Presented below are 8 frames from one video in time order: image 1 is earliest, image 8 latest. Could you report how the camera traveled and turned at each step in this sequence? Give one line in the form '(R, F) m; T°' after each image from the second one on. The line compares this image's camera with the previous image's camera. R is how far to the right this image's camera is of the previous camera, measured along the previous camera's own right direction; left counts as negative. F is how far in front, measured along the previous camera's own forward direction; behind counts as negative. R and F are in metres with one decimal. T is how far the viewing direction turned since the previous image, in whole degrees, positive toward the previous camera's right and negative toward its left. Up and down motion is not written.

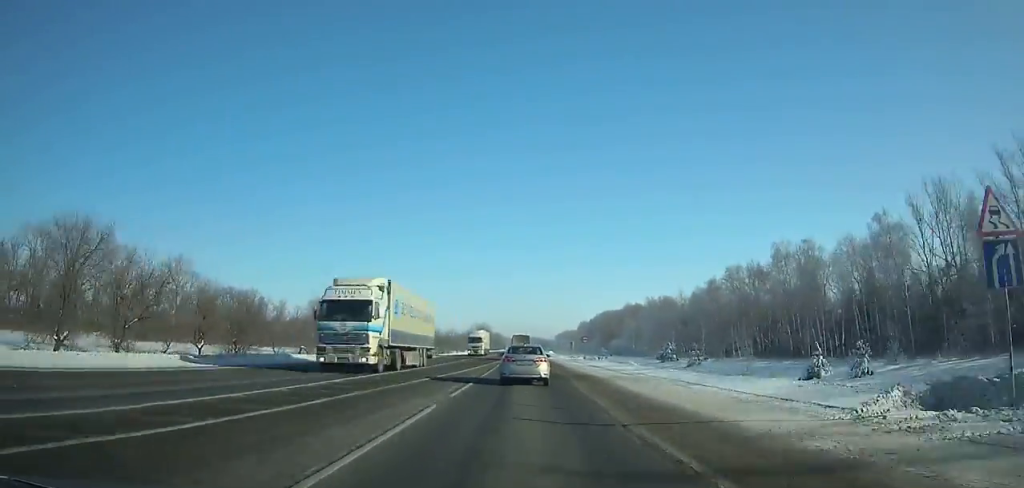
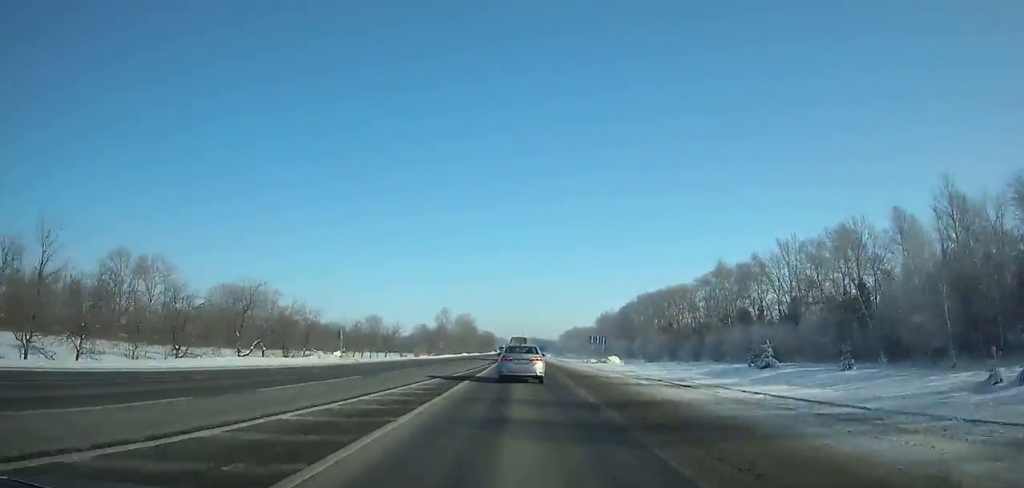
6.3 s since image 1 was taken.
(+0.7, +131.7) m; 0°
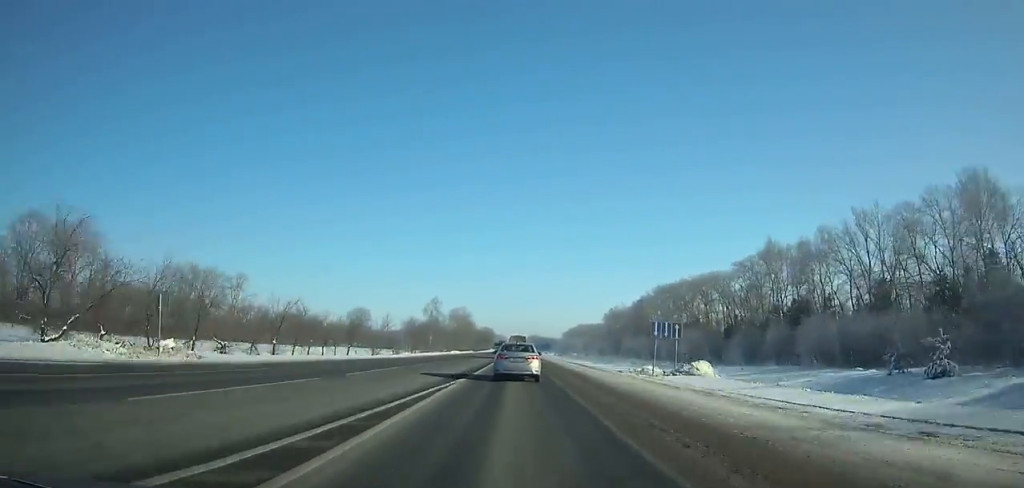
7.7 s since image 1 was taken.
(-0.1, +29.4) m; 0°
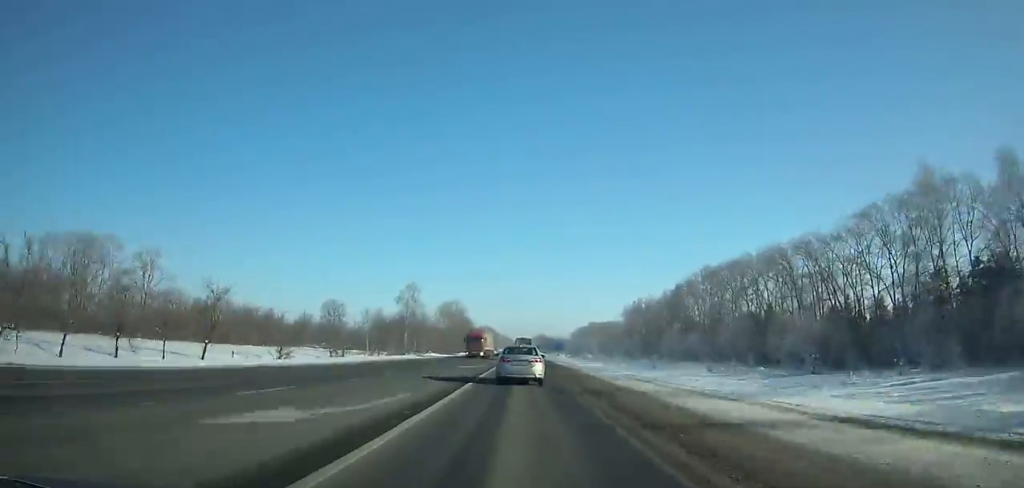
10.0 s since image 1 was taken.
(0.0, +48.5) m; 0°
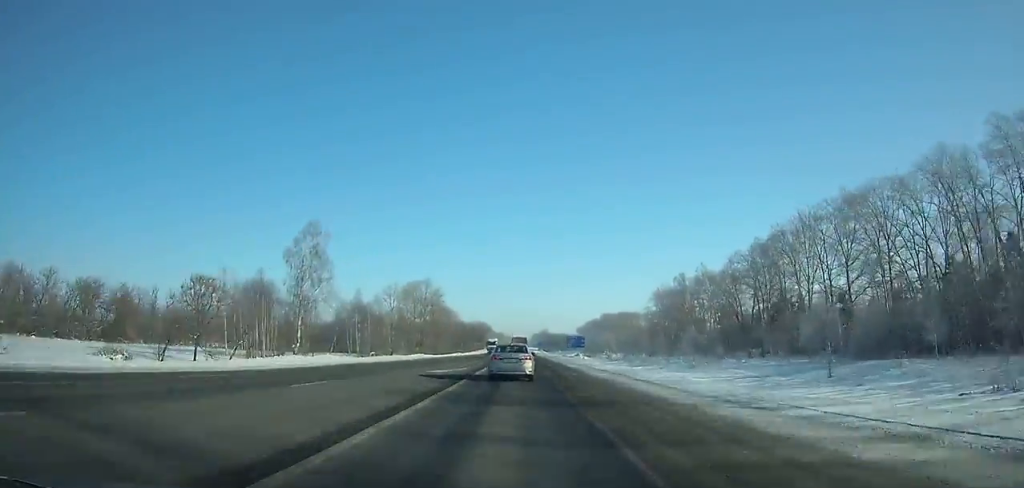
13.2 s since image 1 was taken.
(0.0, +68.3) m; 0°
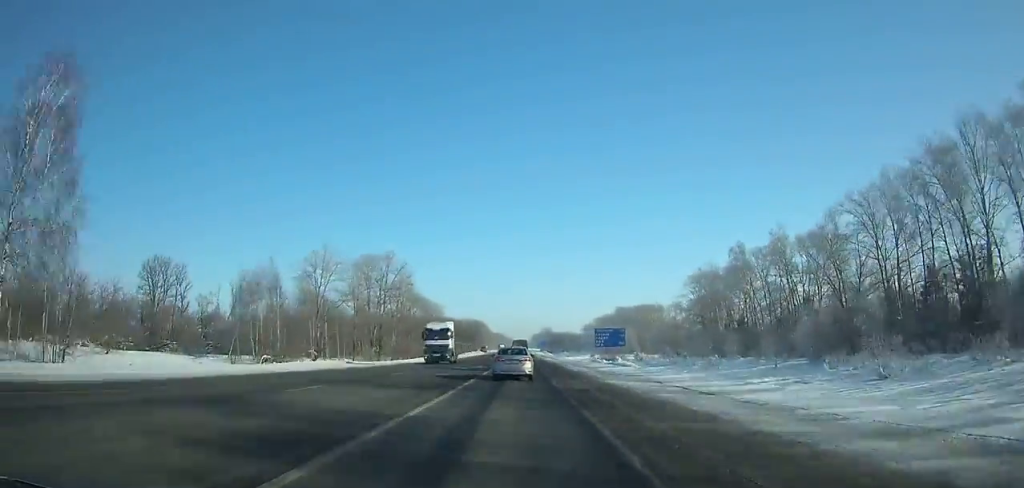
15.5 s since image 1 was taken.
(-0.1, +49.7) m; 0°
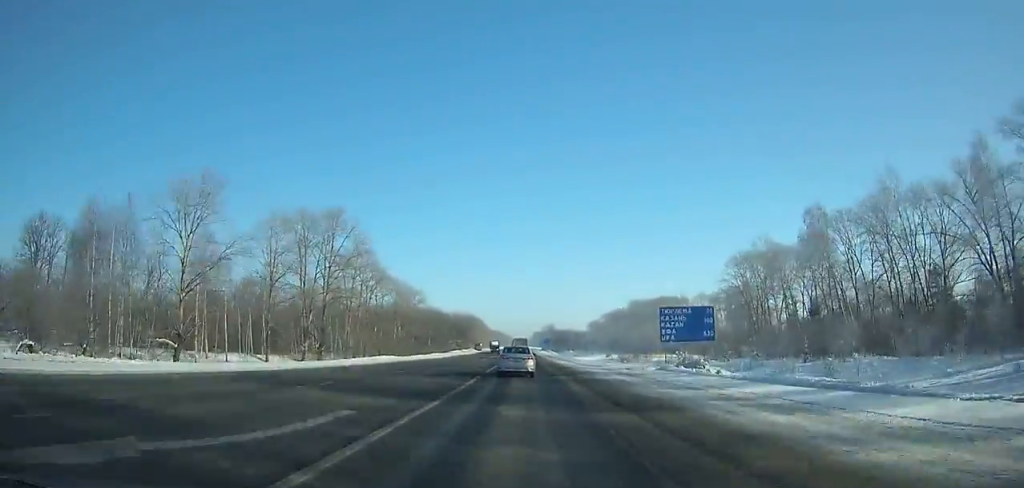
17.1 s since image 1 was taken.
(0.0, +34.9) m; 0°
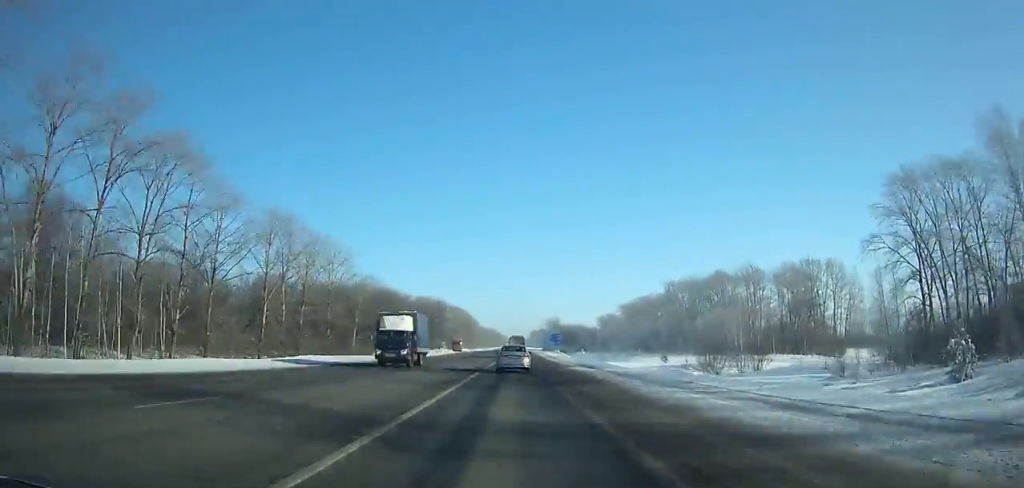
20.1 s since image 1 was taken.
(0.0, +65.8) m; 0°
